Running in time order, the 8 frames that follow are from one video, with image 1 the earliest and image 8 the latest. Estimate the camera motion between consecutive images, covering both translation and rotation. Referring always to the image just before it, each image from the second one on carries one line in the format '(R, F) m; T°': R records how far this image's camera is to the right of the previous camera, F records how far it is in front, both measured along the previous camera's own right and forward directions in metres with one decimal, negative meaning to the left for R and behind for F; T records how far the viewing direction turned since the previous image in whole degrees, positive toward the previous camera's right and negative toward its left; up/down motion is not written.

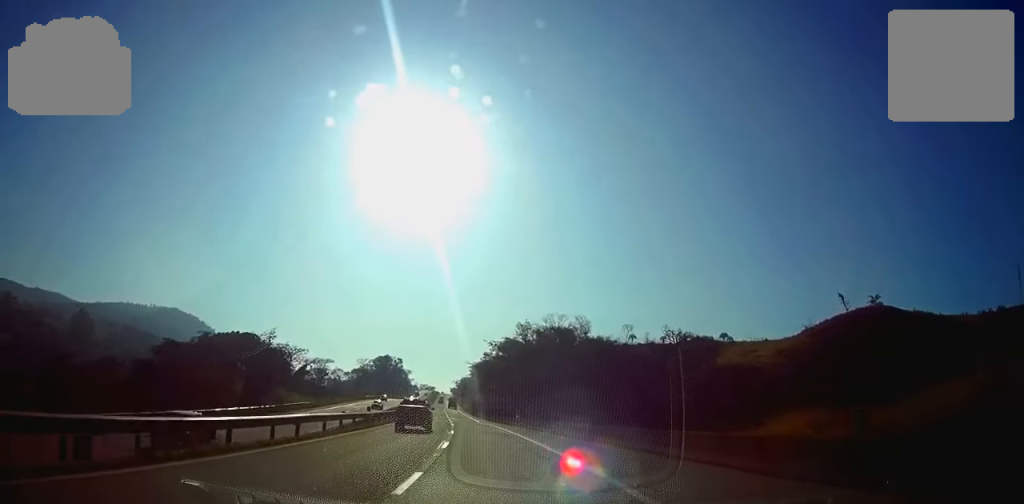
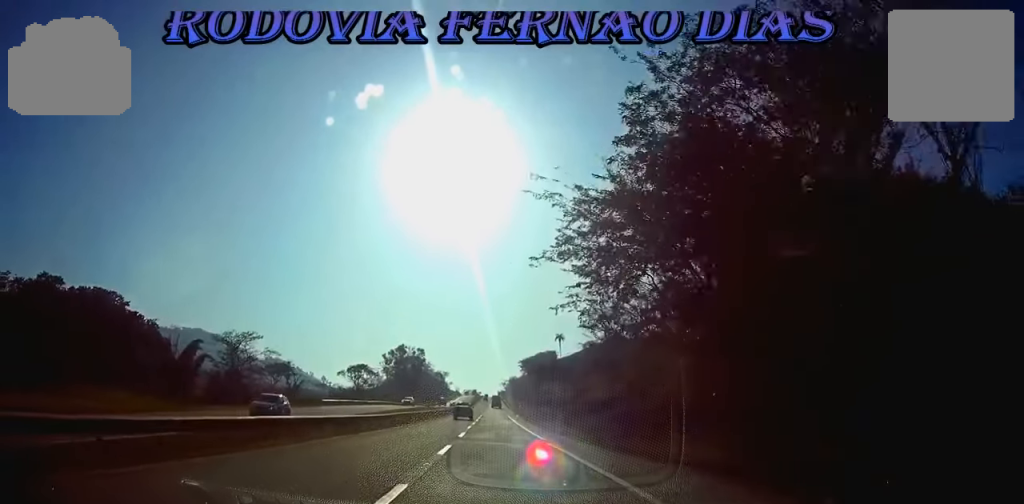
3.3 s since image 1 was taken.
(-4.4, +91.8) m; -4°
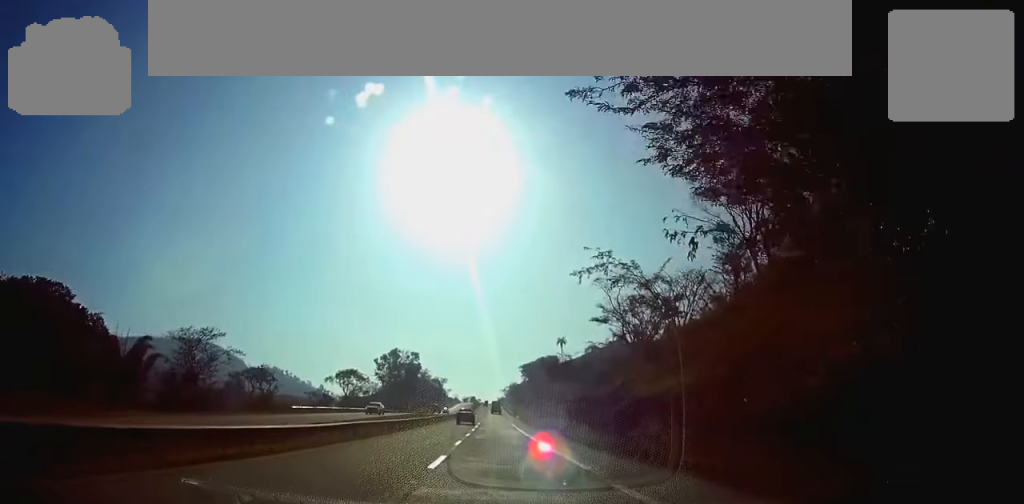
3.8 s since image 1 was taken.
(0.0, +14.3) m; 0°
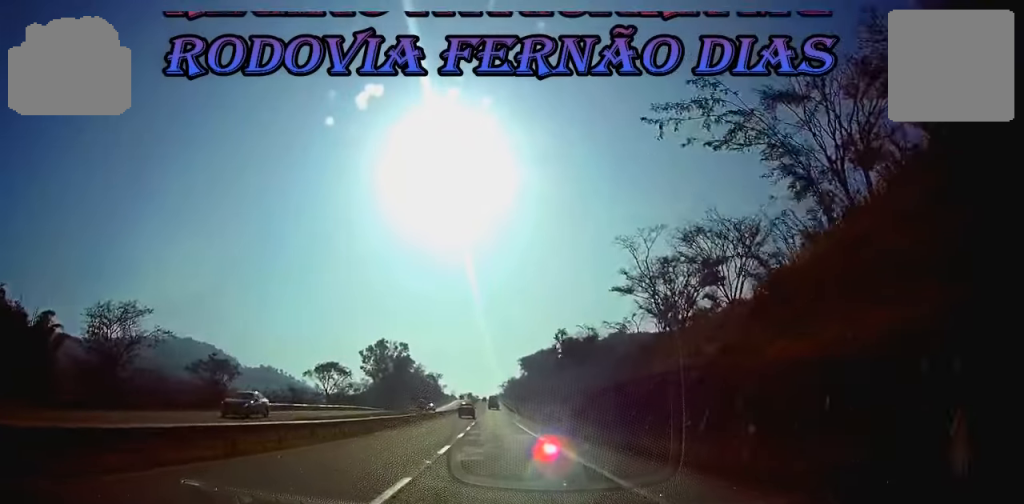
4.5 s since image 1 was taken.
(-0.1, +19.3) m; 0°
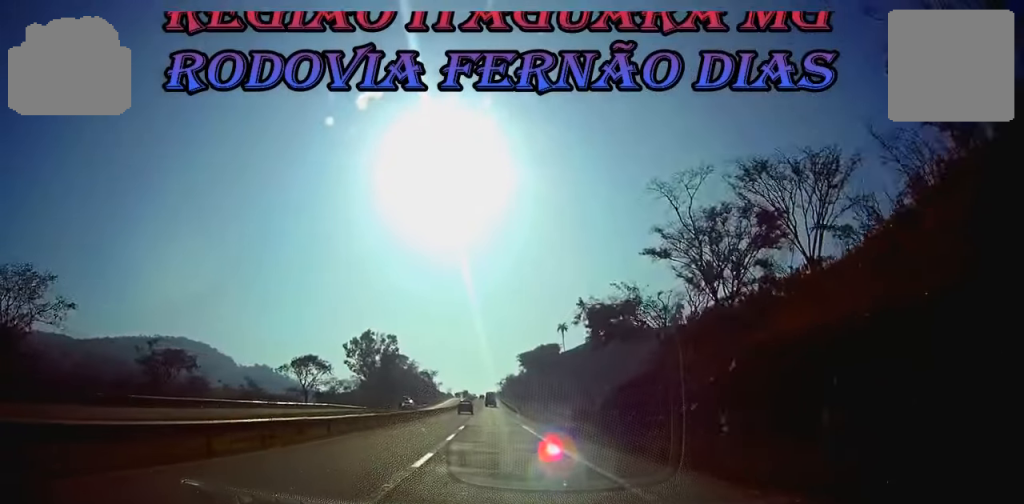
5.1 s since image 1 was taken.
(-0.1, +17.4) m; 0°
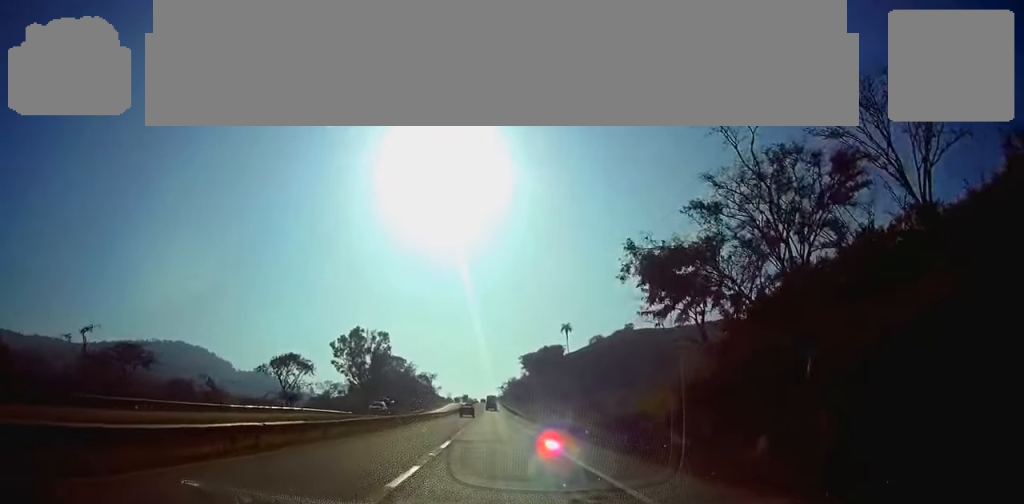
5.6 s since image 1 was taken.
(+0.1, +14.6) m; 0°
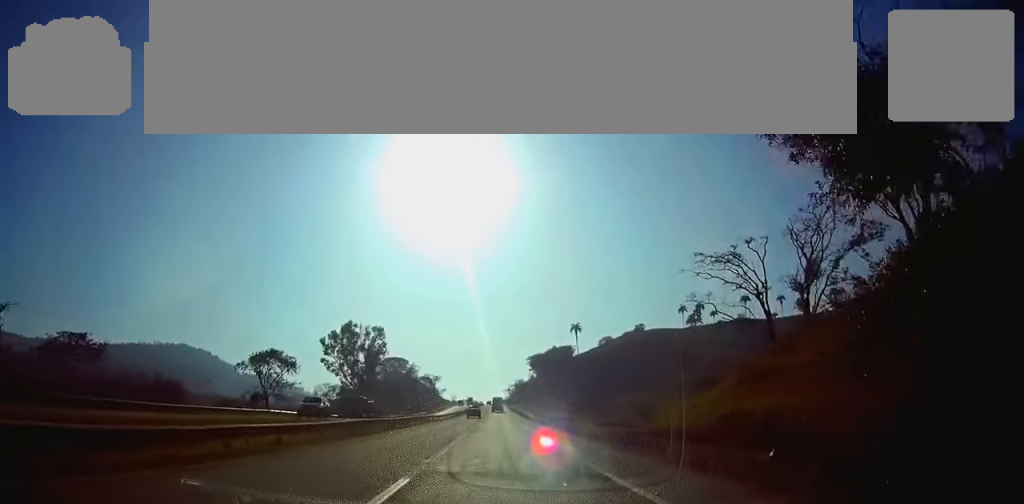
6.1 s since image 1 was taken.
(0.0, +14.6) m; 0°
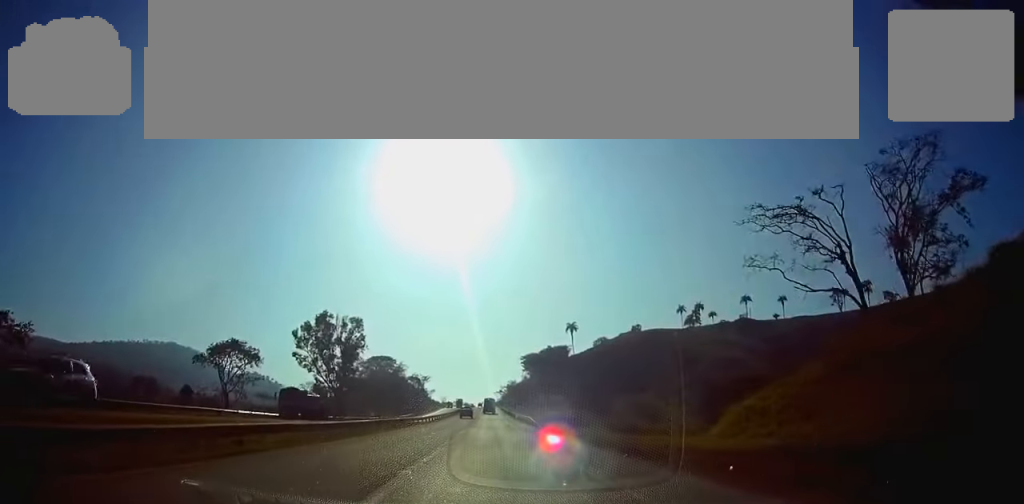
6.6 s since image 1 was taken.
(0.0, +14.7) m; 0°
